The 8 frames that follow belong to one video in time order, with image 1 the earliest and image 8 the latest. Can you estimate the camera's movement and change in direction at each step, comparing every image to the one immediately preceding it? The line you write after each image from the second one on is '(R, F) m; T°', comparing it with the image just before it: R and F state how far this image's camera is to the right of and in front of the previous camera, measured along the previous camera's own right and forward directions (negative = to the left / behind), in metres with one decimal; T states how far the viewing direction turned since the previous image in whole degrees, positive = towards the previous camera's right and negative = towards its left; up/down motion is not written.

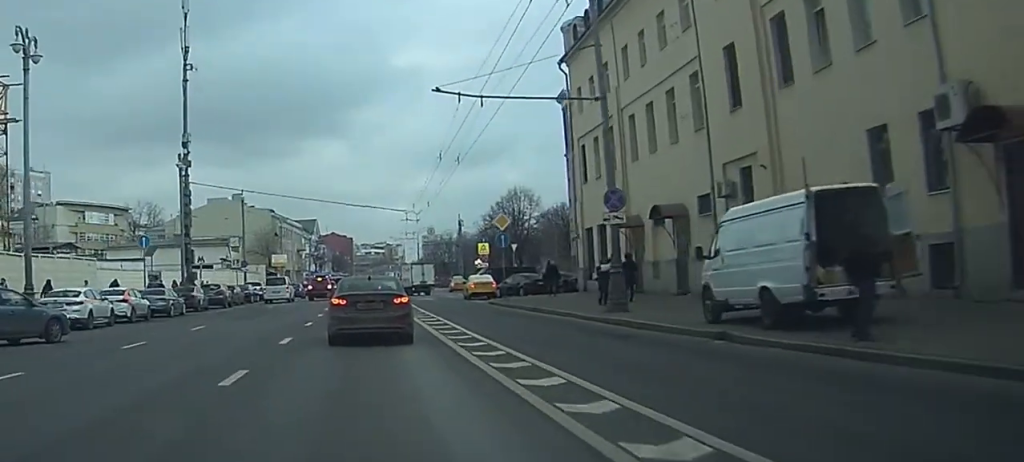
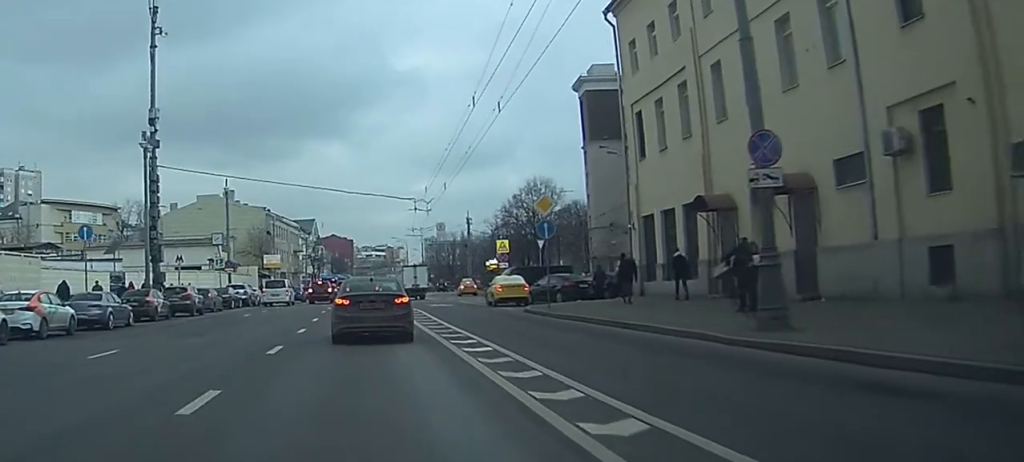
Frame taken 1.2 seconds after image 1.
(-0.1, +11.3) m; 0°
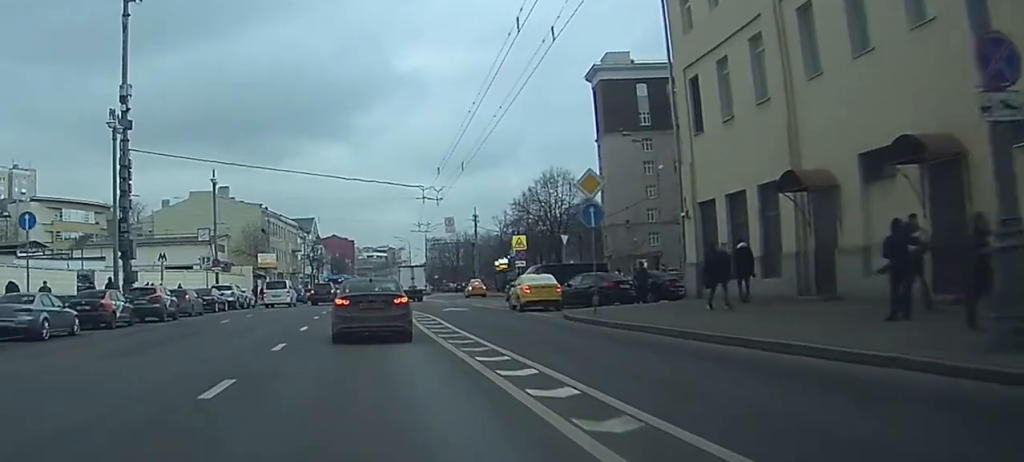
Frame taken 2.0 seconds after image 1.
(+0.1, +7.4) m; 0°
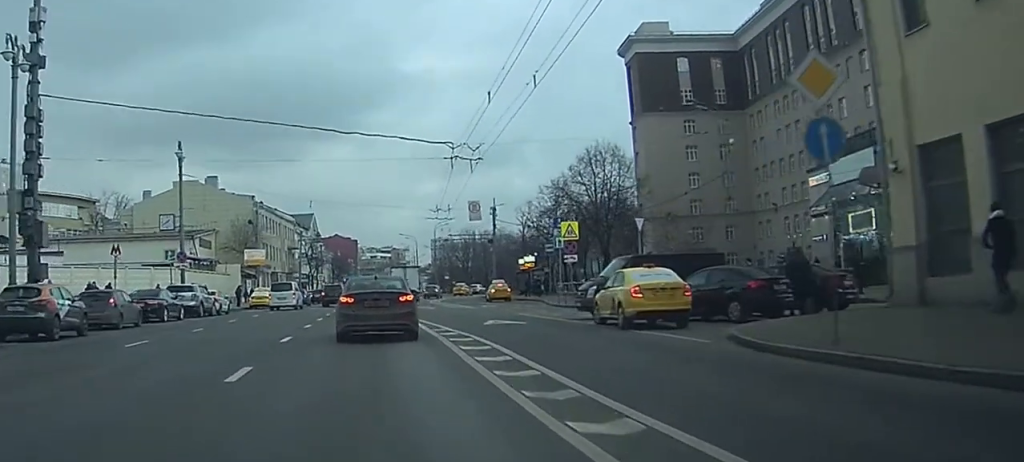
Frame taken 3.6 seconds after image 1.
(0.0, +14.6) m; 0°
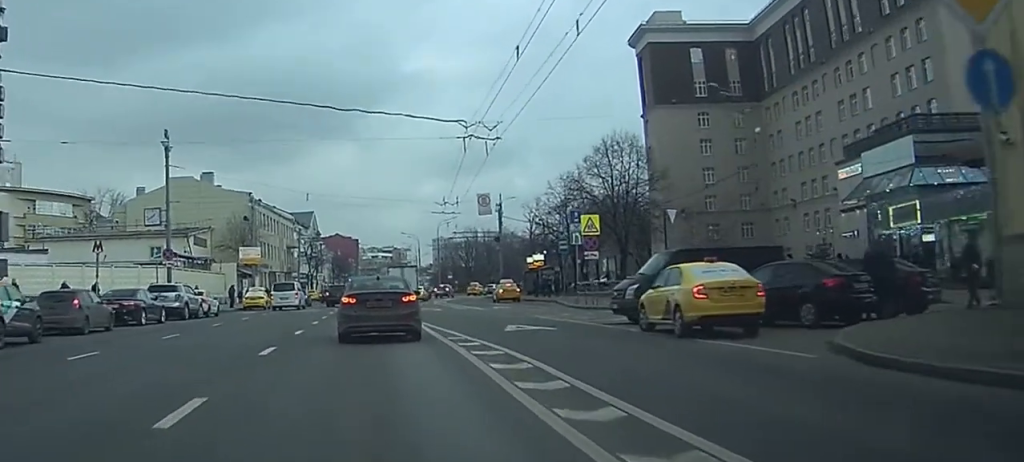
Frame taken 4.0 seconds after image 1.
(0.0, +4.1) m; 0°
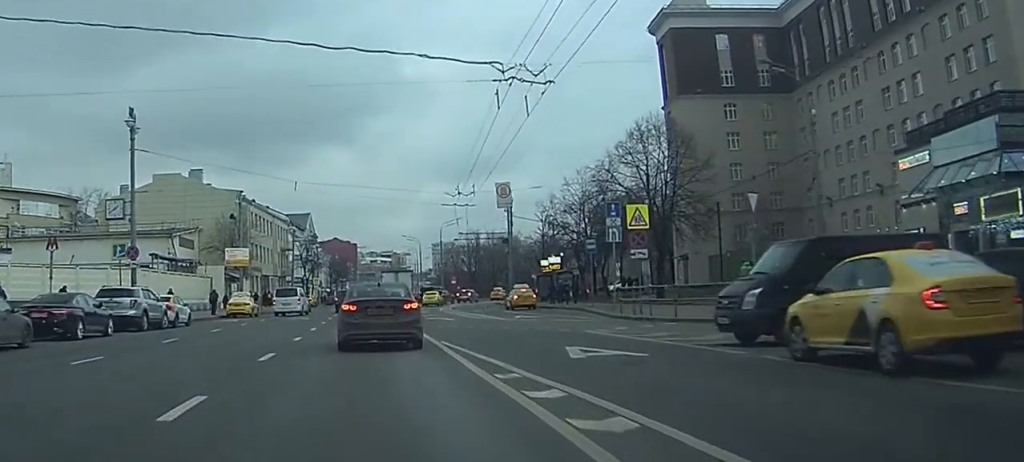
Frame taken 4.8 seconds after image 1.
(+0.1, +7.6) m; 0°
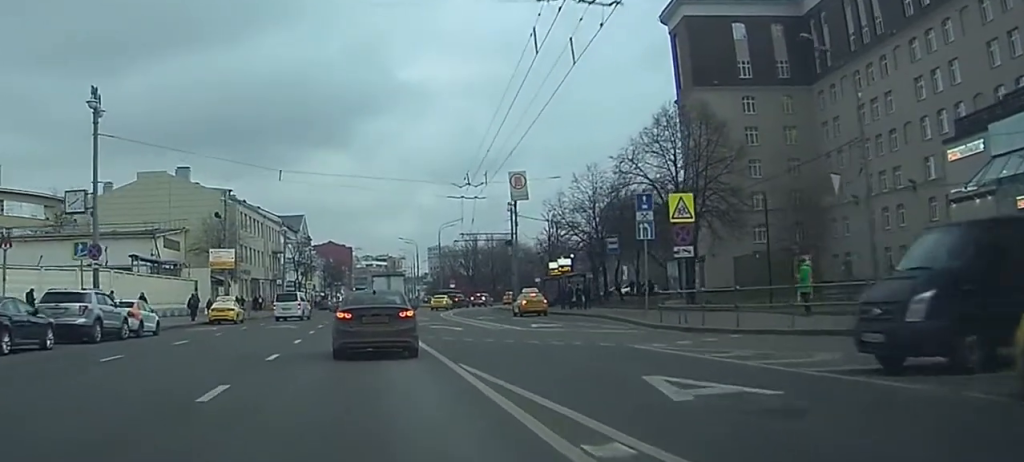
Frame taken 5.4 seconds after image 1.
(0.0, +5.4) m; 0°
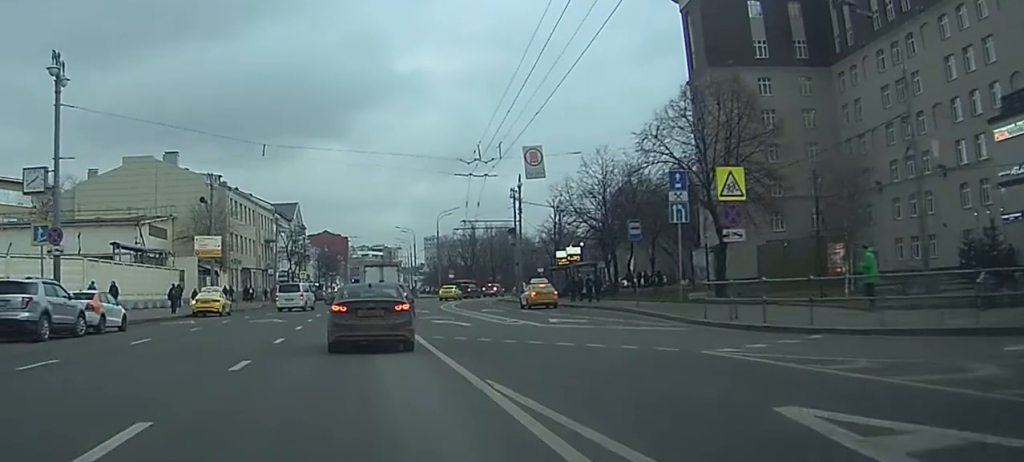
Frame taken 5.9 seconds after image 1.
(-0.2, +4.5) m; +2°
